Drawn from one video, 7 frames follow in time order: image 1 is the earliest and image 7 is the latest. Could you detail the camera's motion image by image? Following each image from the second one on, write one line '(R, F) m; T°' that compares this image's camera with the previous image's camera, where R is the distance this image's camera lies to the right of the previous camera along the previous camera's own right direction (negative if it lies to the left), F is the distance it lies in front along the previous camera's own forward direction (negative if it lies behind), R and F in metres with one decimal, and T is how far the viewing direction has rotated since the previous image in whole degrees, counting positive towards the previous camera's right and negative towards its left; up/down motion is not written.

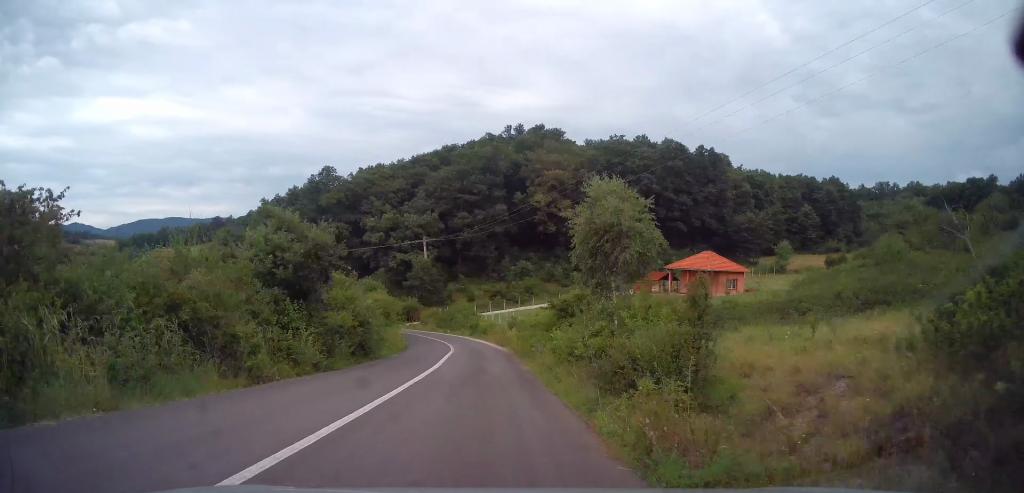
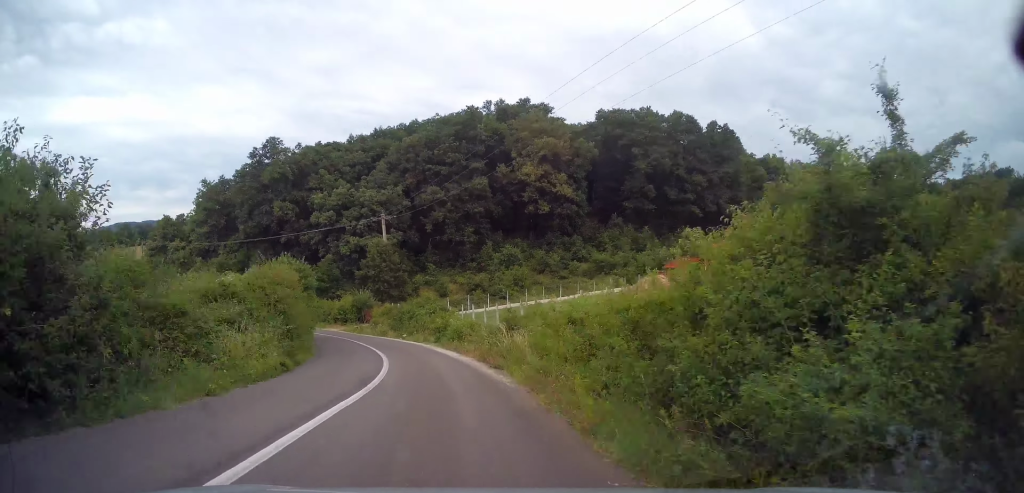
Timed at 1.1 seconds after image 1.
(+1.1, +18.5) m; -1°
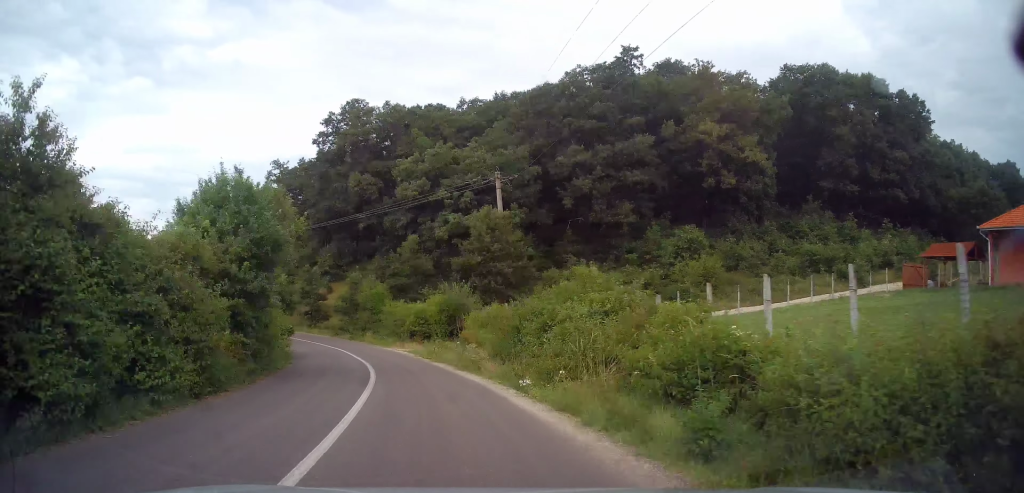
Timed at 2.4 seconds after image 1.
(-2.4, +22.9) m; -12°
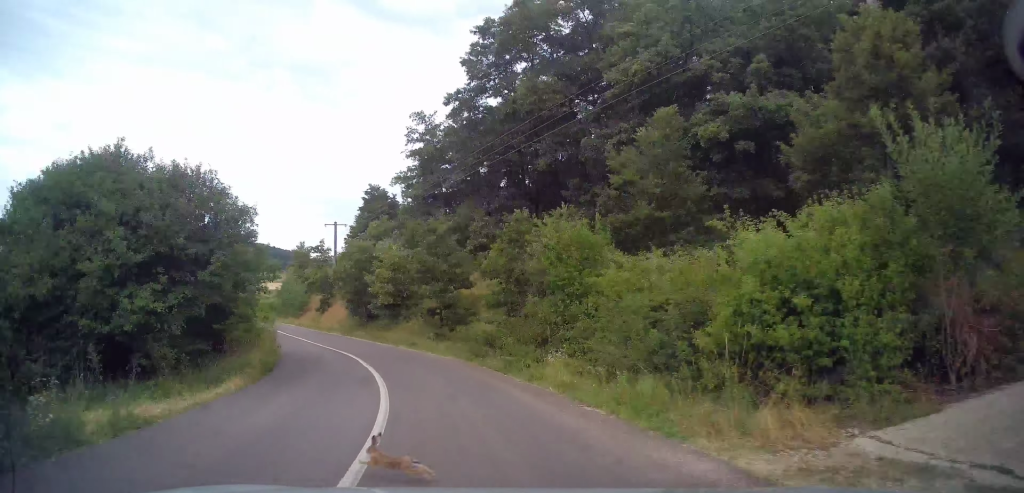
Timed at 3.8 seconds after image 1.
(-3.6, +25.2) m; -18°
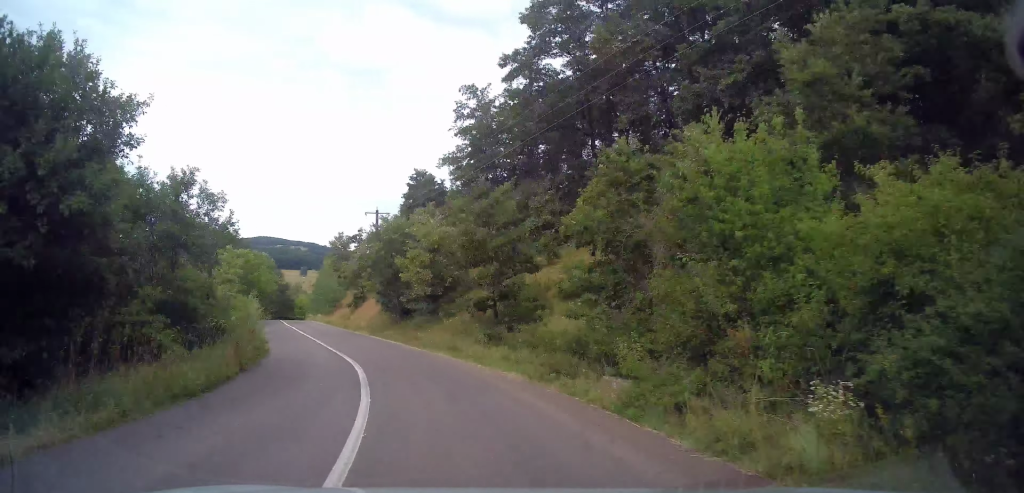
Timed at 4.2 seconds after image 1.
(-0.3, +7.3) m; -6°
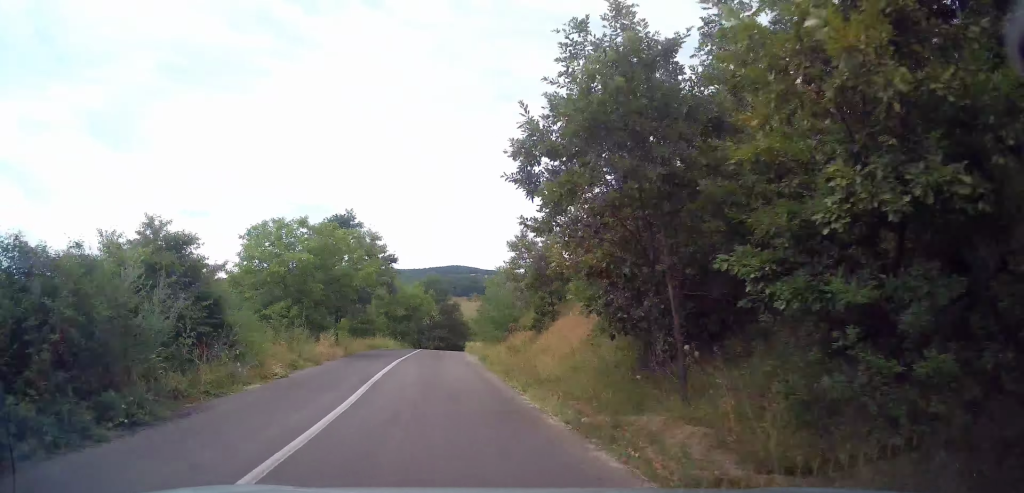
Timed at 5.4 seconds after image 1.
(-3.1, +20.6) m; -15°
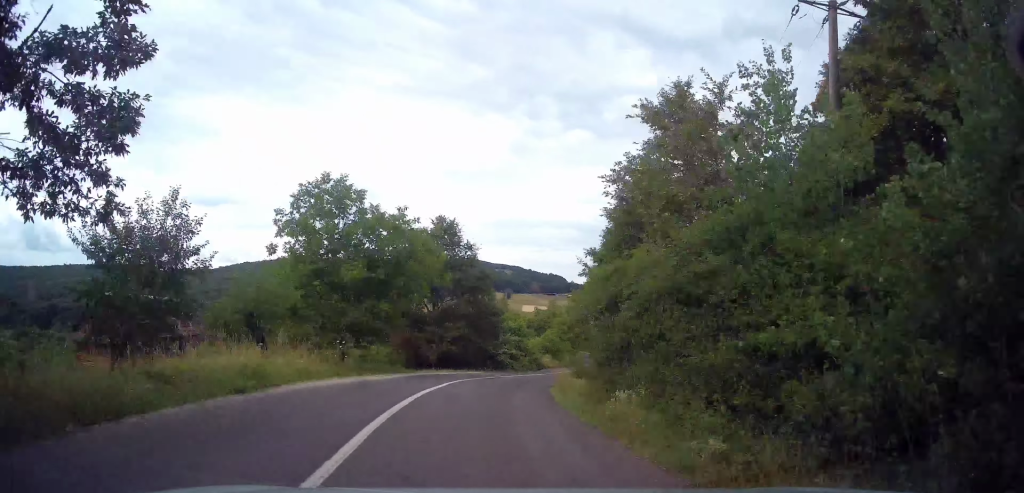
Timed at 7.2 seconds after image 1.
(-3.7, +32.1) m; -4°
